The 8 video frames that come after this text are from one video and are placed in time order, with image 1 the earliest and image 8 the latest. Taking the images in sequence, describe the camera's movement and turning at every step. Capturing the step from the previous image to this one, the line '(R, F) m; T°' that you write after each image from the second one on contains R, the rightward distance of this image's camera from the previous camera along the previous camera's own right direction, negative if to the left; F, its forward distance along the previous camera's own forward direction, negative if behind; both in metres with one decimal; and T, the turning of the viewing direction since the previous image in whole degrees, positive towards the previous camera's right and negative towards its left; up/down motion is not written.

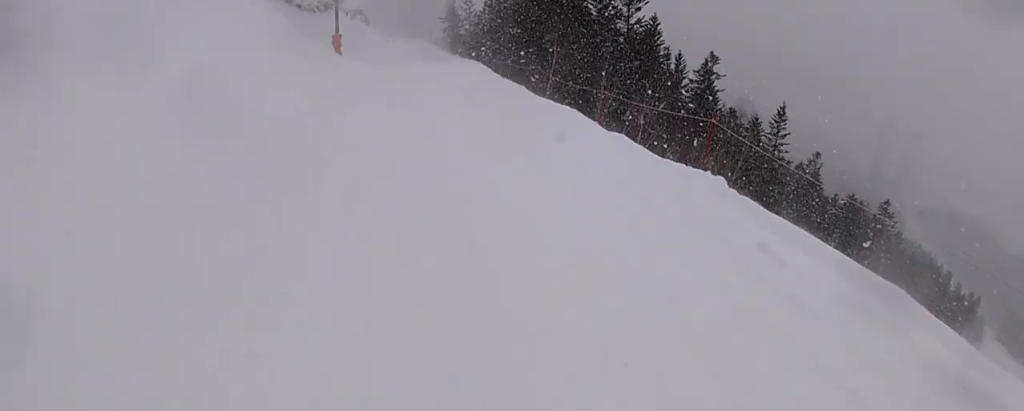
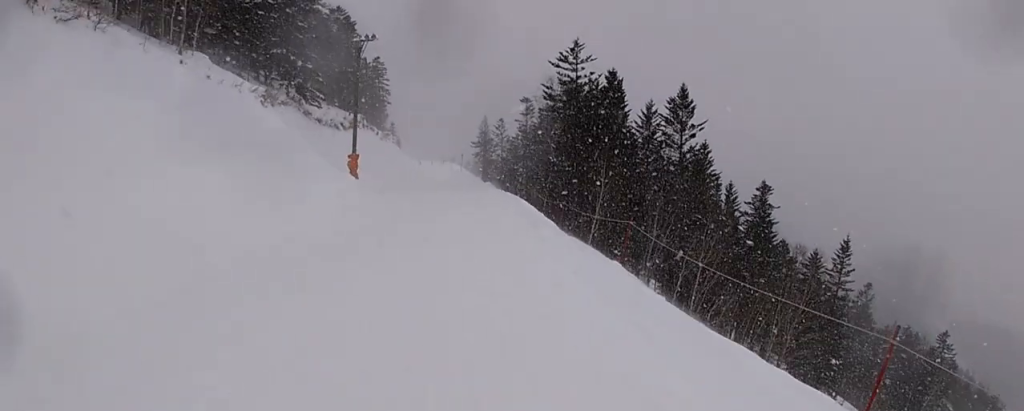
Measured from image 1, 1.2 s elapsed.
(+0.9, +7.6) m; +3°
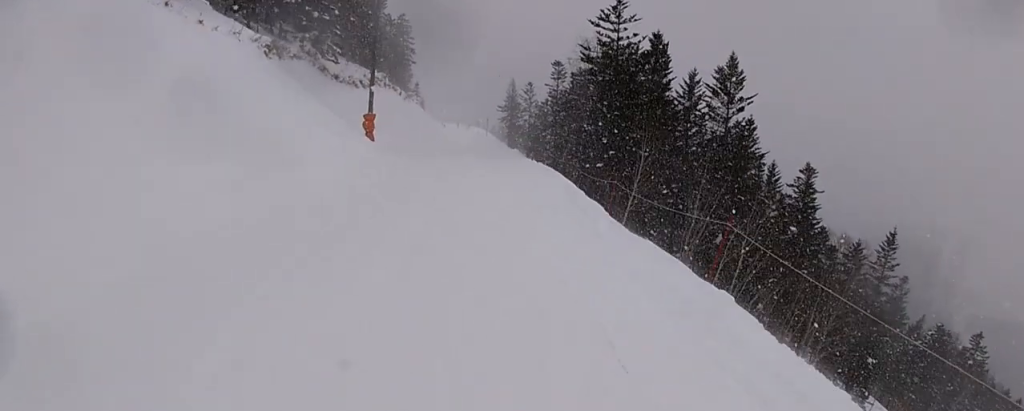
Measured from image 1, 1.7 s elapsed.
(-0.1, +3.1) m; -3°
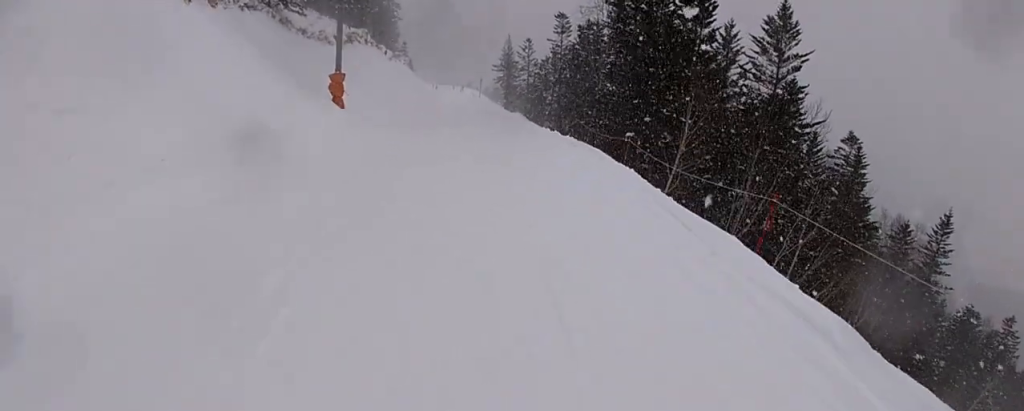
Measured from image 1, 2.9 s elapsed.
(-0.8, +7.2) m; -5°
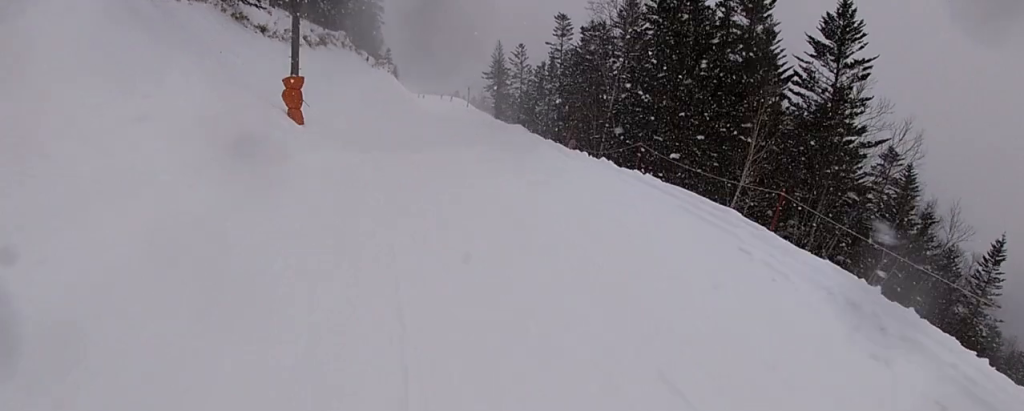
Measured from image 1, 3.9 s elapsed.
(+0.2, +7.0) m; +2°
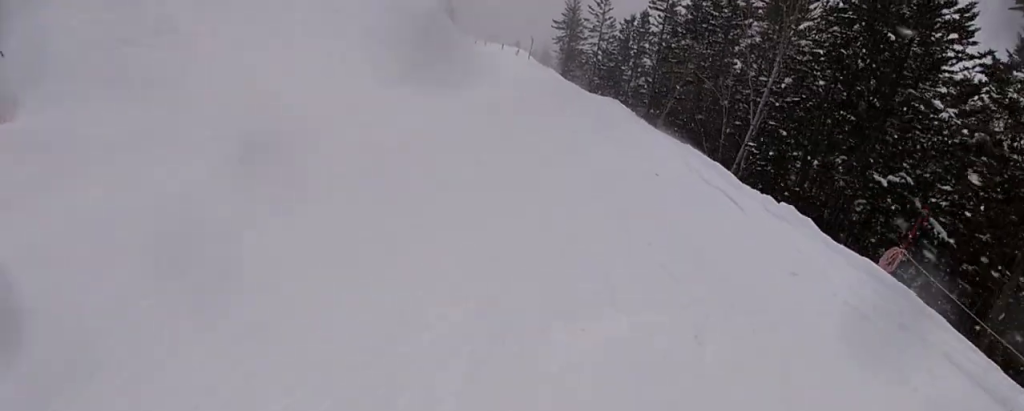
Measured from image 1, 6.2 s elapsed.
(+1.2, +15.5) m; +1°
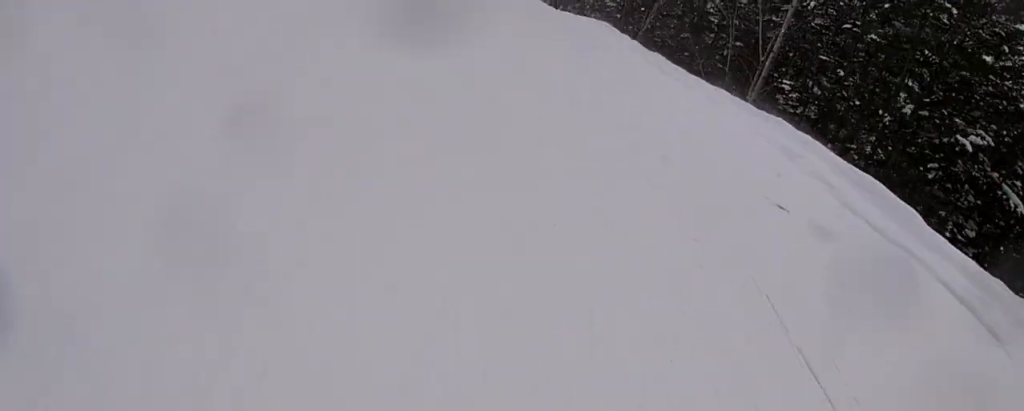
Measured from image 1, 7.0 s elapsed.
(-0.7, +5.3) m; -2°
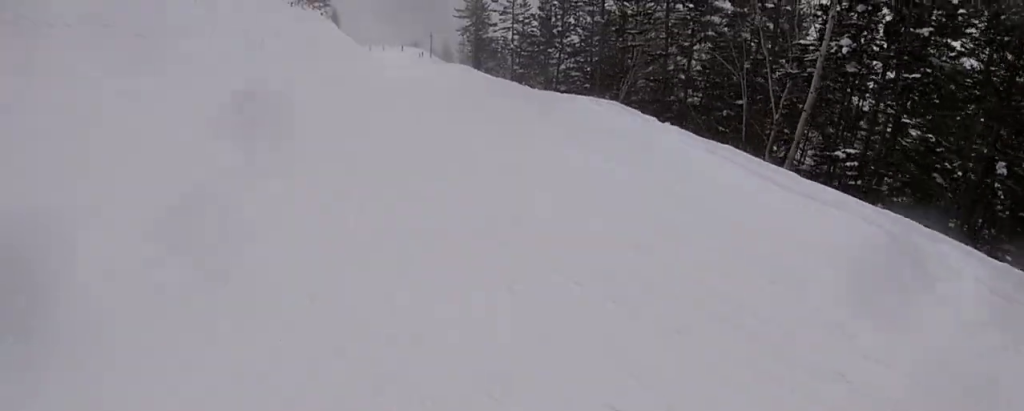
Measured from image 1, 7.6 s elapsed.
(-0.5, +4.5) m; +1°
